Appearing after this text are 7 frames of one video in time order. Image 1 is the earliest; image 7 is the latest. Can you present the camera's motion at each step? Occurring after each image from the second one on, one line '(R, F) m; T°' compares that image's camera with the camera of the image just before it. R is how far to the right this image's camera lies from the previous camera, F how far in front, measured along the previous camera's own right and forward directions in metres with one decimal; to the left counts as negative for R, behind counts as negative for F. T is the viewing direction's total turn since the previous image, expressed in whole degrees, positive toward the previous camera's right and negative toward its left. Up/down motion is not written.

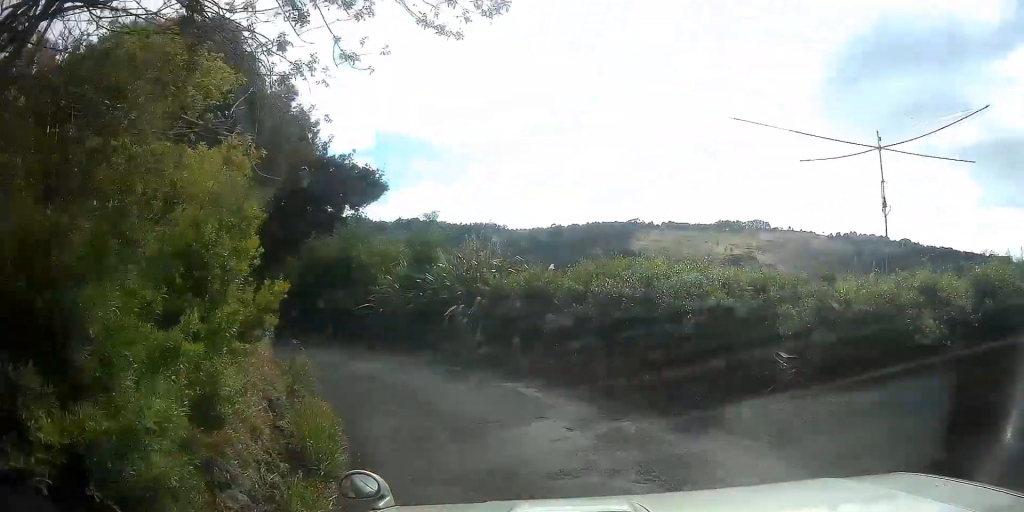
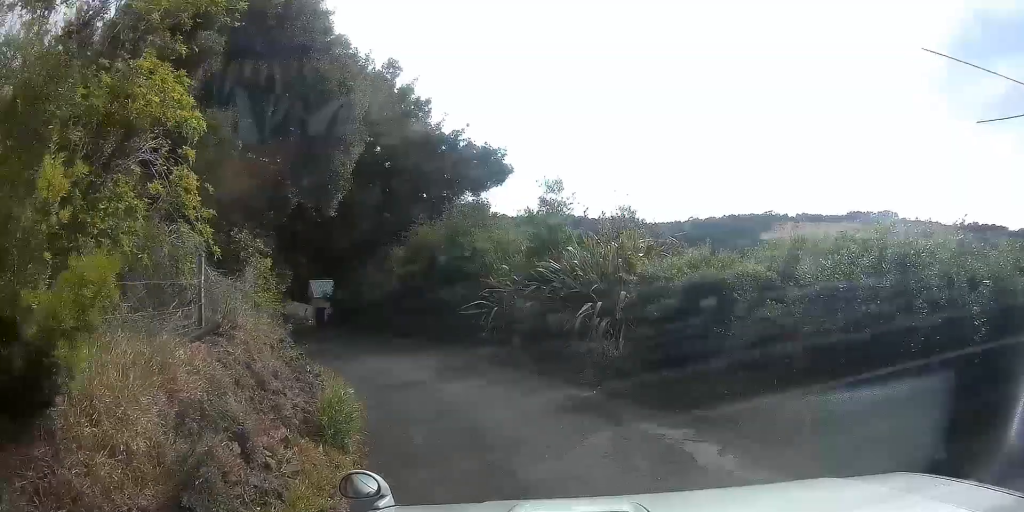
(-0.7, +3.6) m; -25°
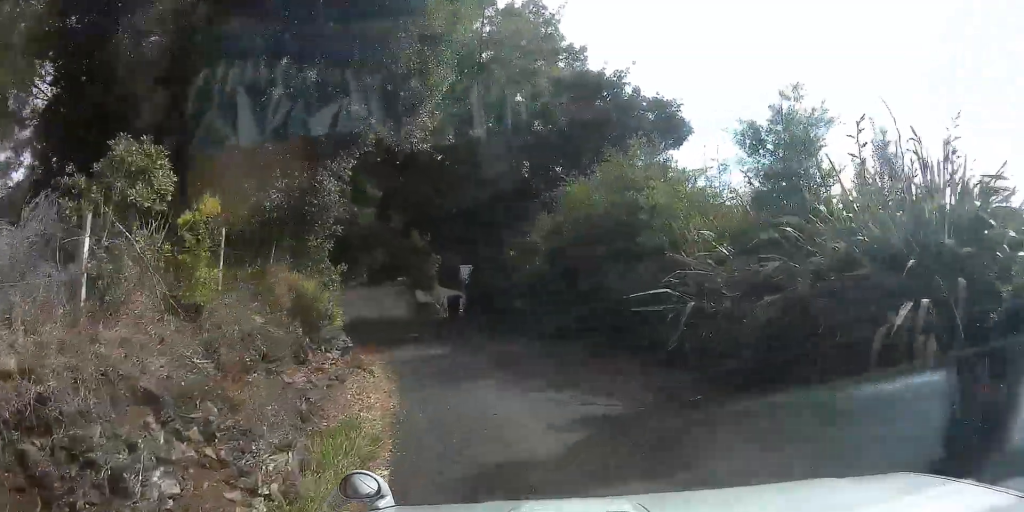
(-1.4, +5.7) m; -19°
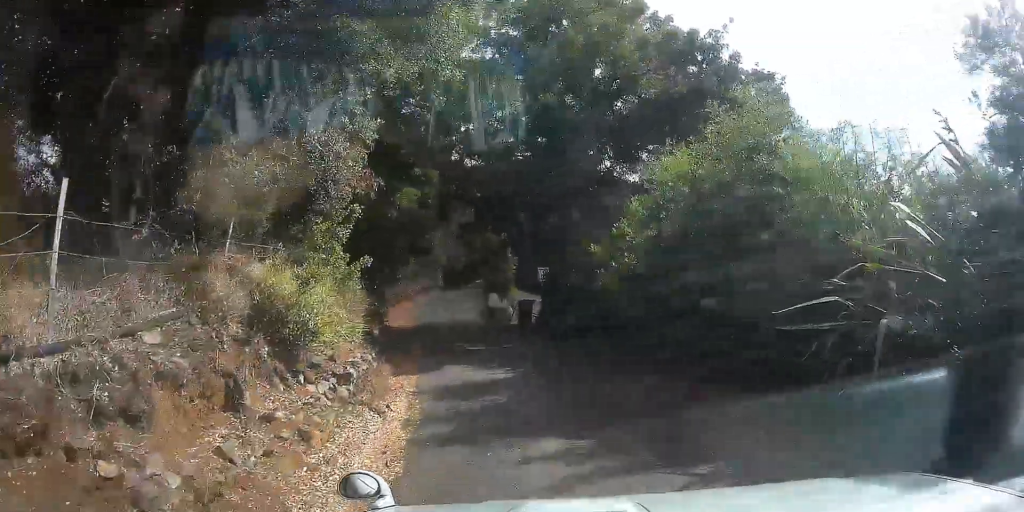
(-0.1, +3.5) m; -4°
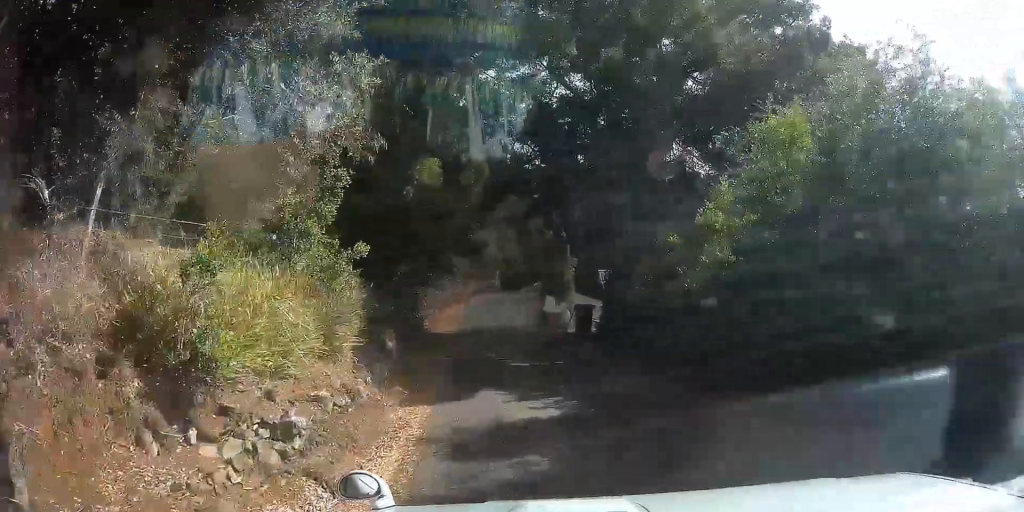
(-0.1, +3.0) m; -3°
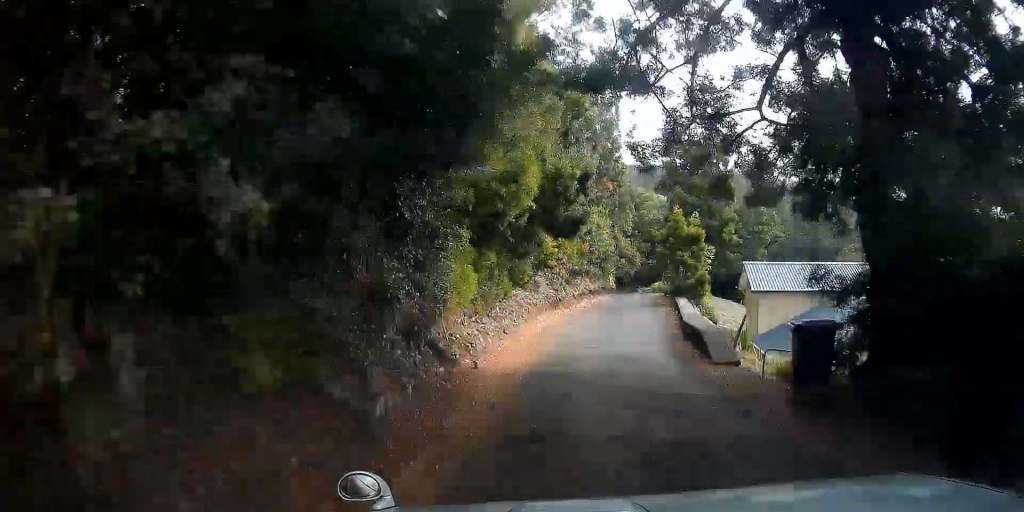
(-0.6, +10.5) m; -5°
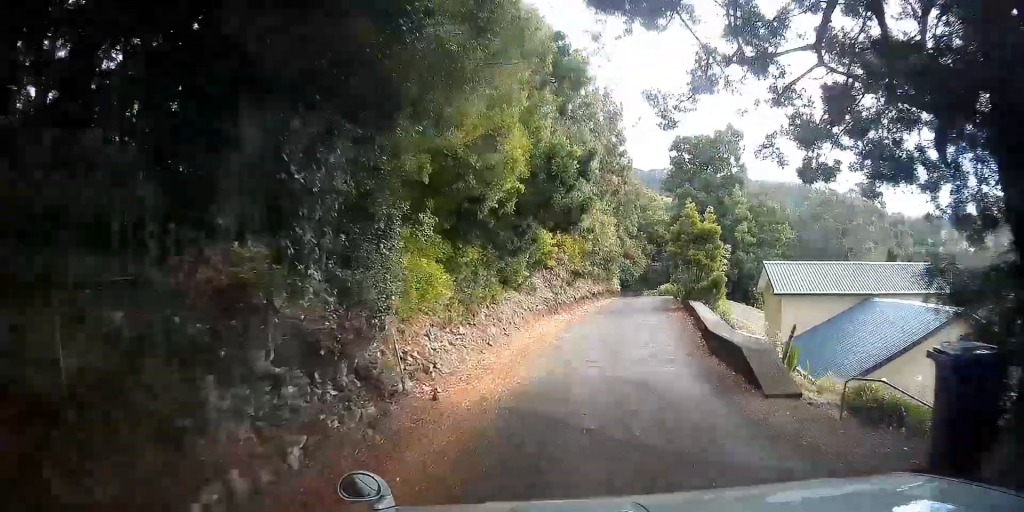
(+0.1, +3.3) m; -2°
